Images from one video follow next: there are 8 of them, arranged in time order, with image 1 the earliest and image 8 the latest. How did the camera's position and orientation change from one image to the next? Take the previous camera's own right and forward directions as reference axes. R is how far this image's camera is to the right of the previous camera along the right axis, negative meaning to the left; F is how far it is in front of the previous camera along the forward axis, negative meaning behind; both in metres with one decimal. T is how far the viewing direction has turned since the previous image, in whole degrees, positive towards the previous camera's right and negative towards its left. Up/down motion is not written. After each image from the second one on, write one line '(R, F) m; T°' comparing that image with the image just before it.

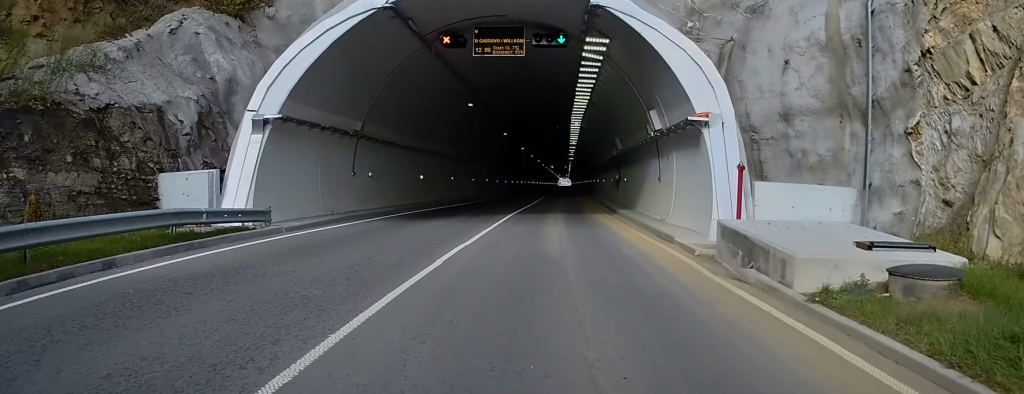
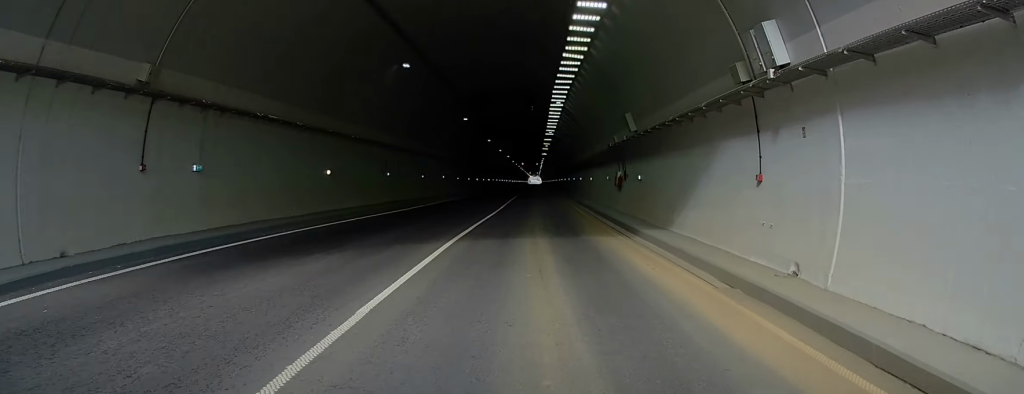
(+0.1, +12.0) m; +1°
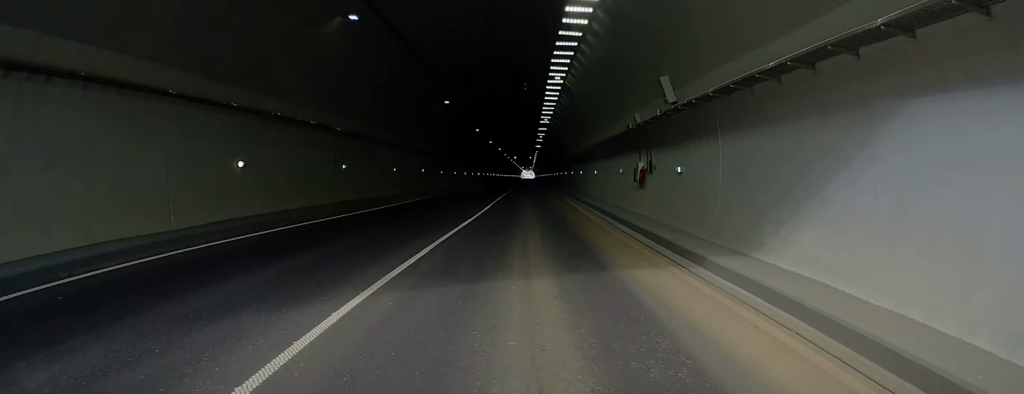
(0.0, +7.1) m; 0°
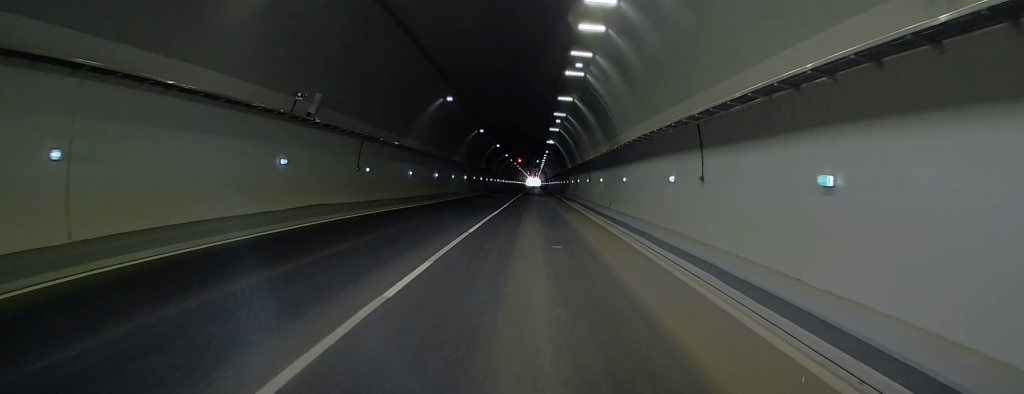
(+0.2, +26.9) m; 0°
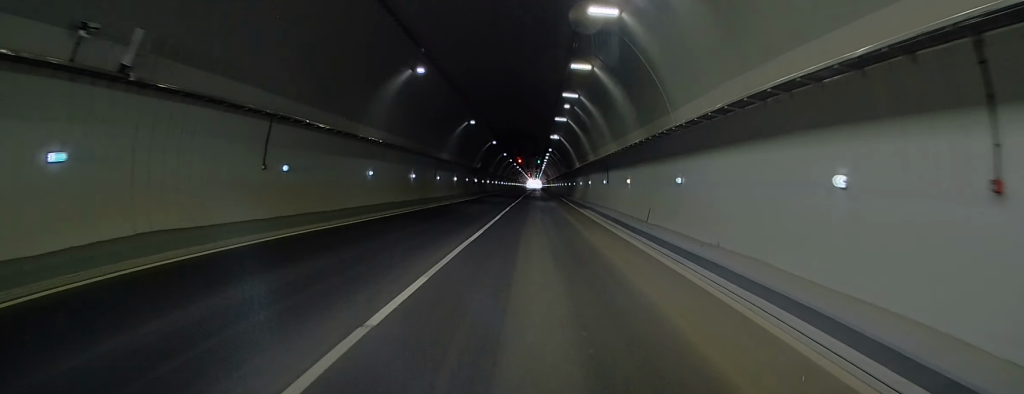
(-0.1, +9.1) m; 0°
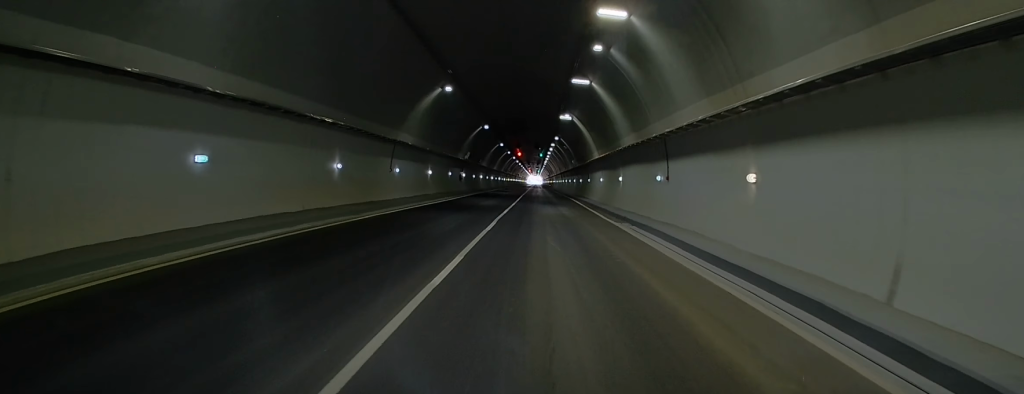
(0.0, +14.1) m; -2°
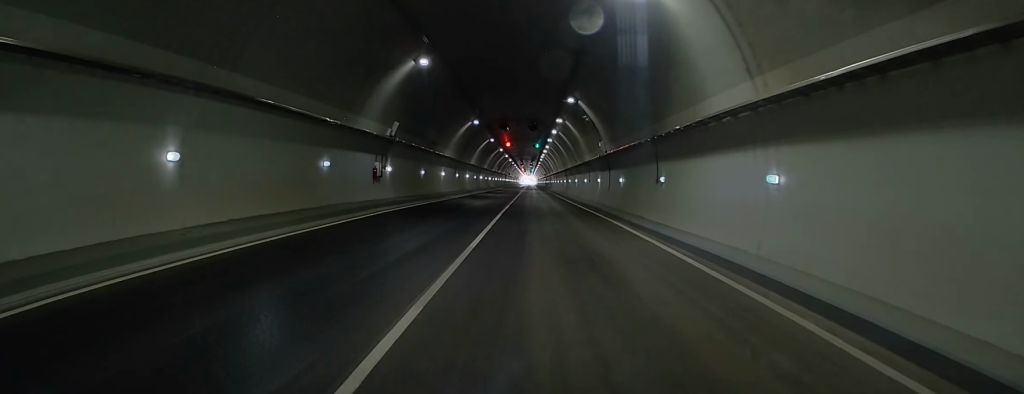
(-1.2, +26.7) m; -3°
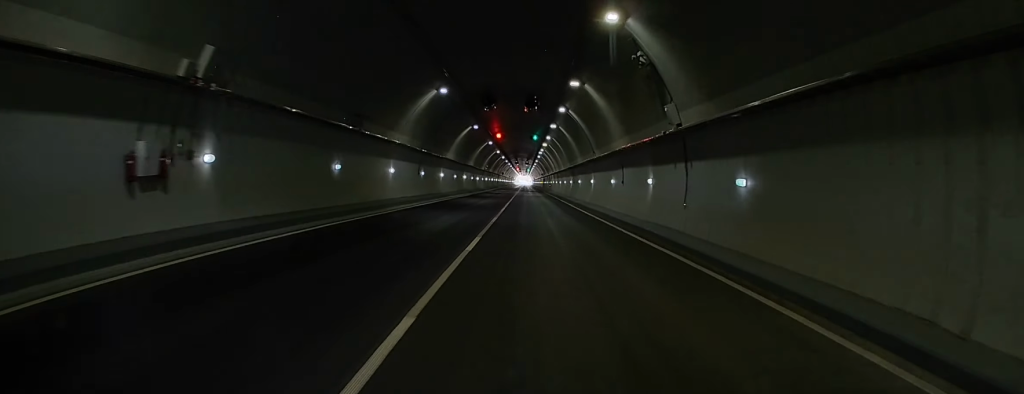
(0.0, +15.6) m; -3°
